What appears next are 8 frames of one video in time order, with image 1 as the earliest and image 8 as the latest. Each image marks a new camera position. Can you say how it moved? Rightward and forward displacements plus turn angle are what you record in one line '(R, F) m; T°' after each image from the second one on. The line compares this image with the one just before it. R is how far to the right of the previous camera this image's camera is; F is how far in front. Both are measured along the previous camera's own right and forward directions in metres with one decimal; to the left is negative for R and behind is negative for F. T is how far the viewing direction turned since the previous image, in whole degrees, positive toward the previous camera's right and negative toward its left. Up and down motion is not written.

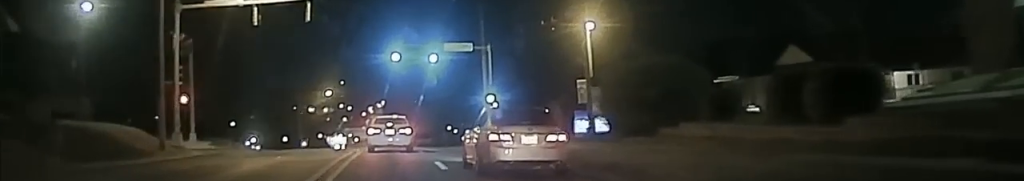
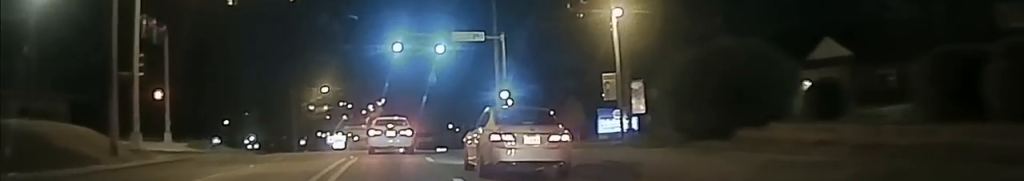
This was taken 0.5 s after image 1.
(0.0, +7.5) m; 0°
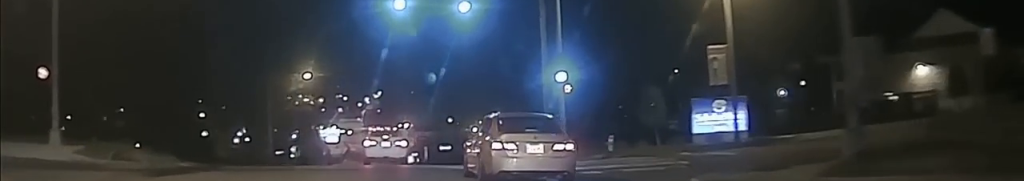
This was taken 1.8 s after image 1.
(+0.2, +18.0) m; +2°
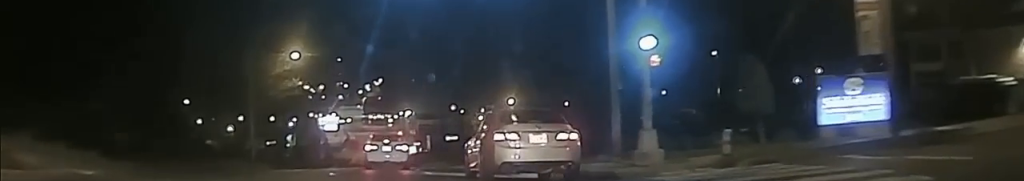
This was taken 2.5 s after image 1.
(+0.4, +10.1) m; 0°
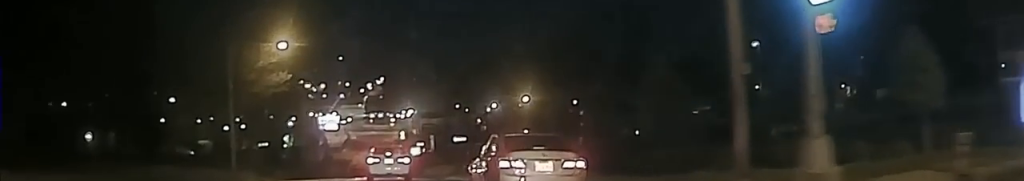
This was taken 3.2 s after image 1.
(-0.4, +9.4) m; -2°
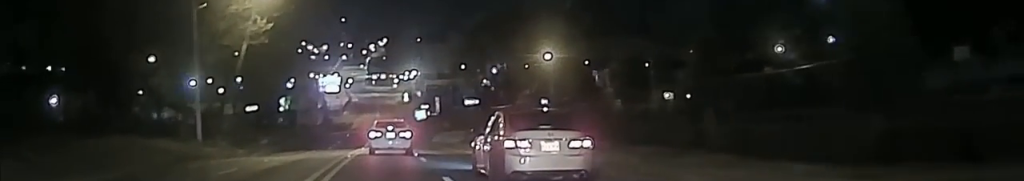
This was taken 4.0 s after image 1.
(-0.1, +10.1) m; -1°
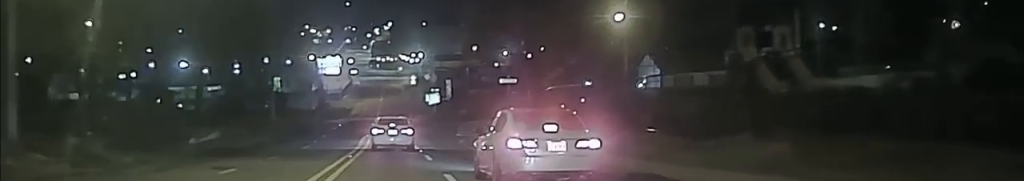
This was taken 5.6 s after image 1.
(0.0, +22.1) m; 0°
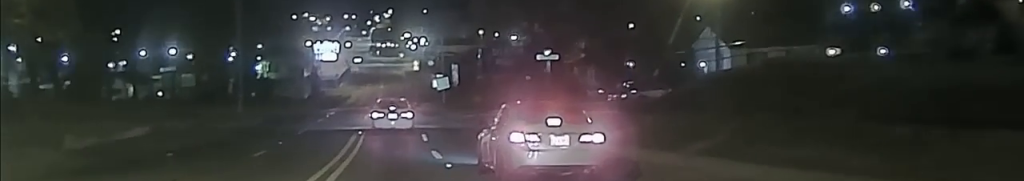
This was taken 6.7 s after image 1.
(0.0, +17.1) m; 0°
